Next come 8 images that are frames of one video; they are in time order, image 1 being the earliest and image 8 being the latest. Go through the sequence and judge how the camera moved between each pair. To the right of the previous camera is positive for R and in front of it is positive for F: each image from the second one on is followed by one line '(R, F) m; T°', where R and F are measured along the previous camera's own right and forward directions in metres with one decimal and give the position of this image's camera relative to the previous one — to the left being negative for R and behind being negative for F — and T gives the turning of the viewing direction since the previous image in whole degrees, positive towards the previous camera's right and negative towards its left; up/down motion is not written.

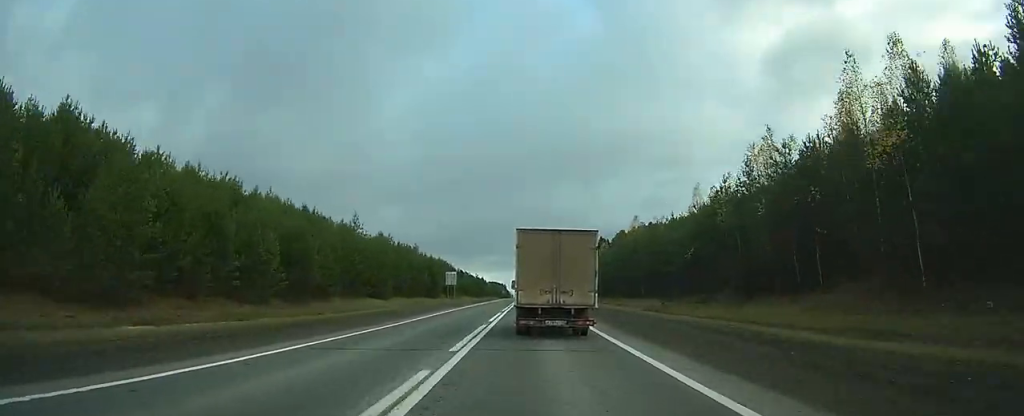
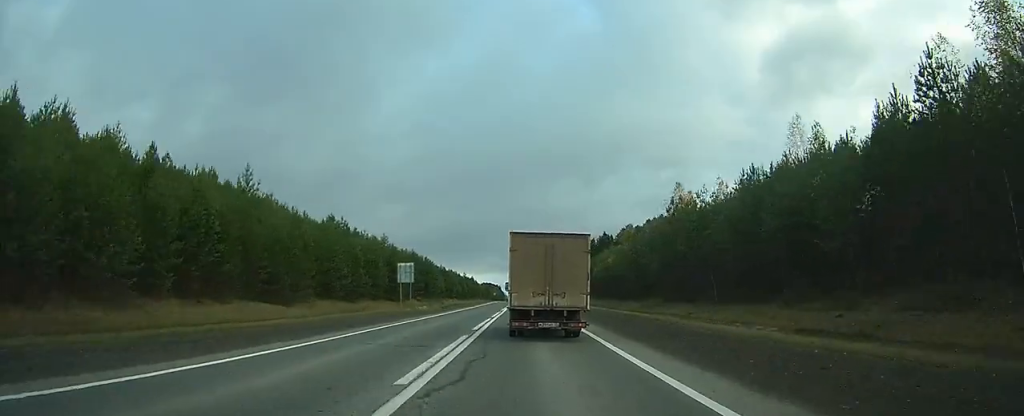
(+0.1, +28.7) m; 0°
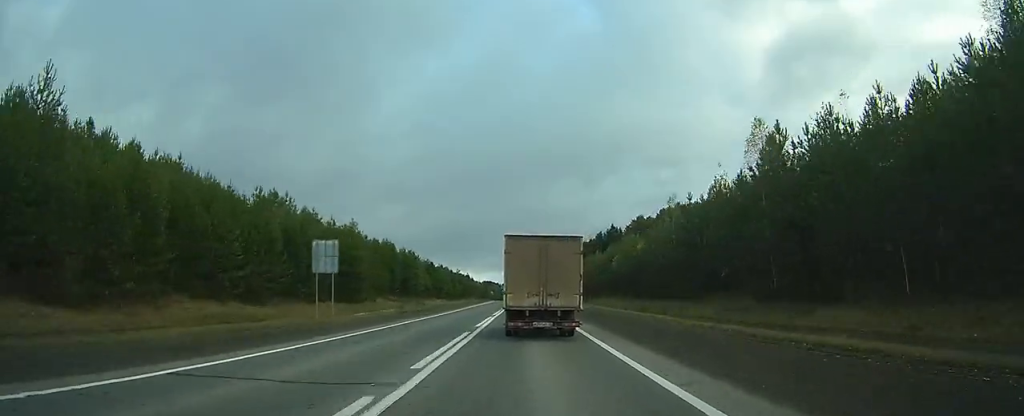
(0.0, +22.2) m; 0°
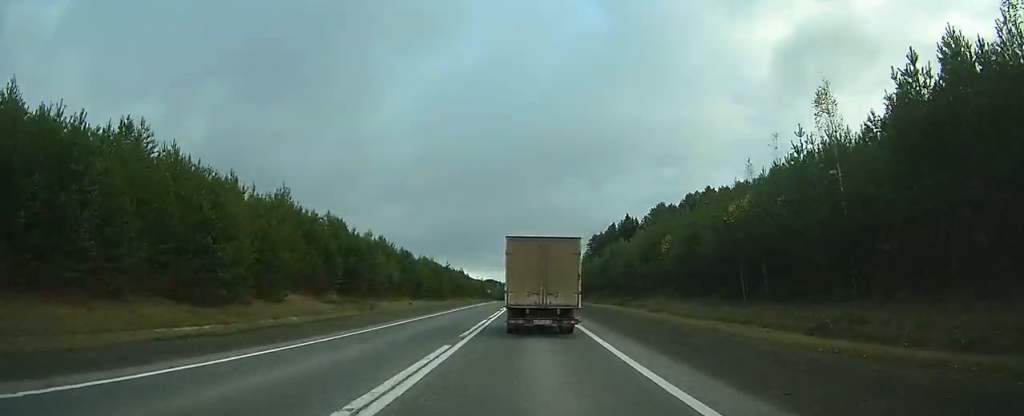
(0.0, +29.6) m; 0°
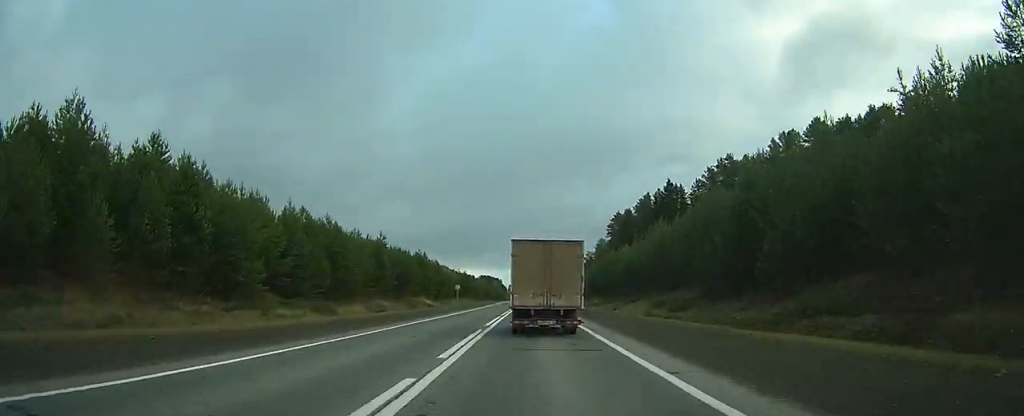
(0.0, +65.1) m; 0°
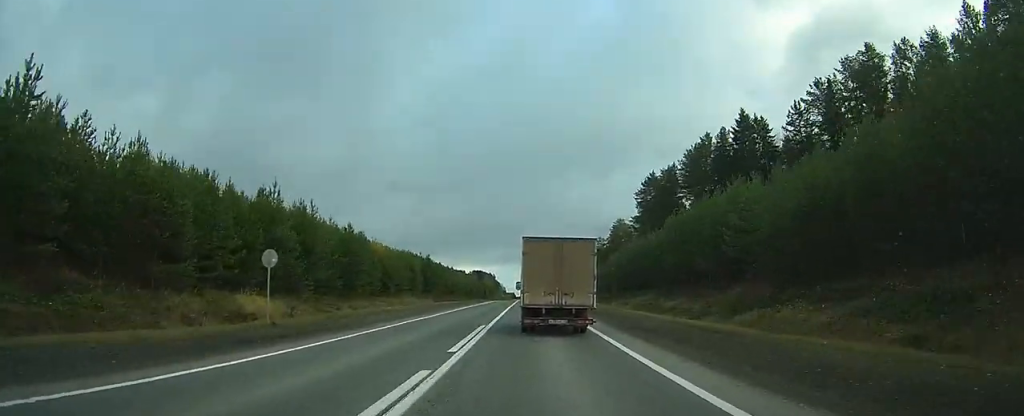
(-0.2, +58.3) m; 0°
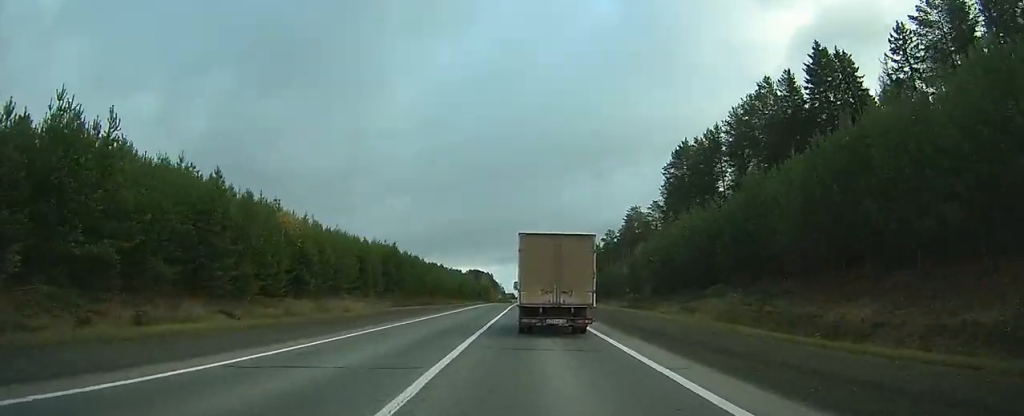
(+0.2, +28.9) m; 0°
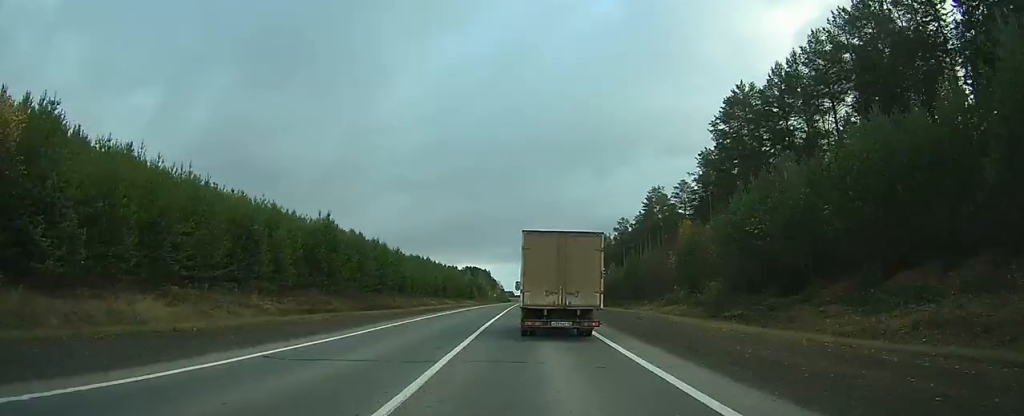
(+0.1, +29.0) m; 0°
